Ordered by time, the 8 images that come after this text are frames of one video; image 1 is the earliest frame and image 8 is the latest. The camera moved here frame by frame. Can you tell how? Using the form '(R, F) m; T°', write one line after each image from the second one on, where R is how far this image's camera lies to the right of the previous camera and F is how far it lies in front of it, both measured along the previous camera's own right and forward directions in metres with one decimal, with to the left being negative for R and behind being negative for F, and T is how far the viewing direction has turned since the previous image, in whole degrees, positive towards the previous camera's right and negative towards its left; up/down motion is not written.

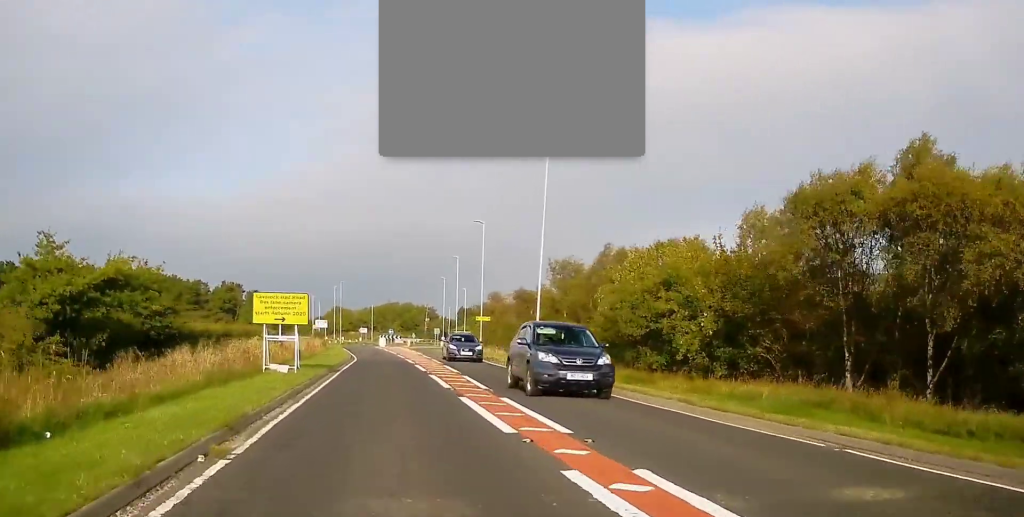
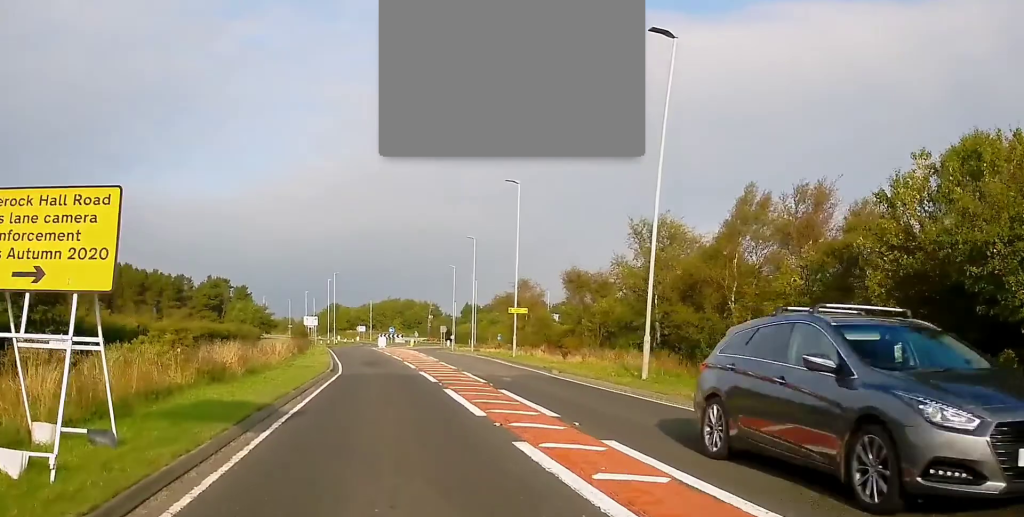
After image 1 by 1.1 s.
(+0.1, +16.0) m; -1°
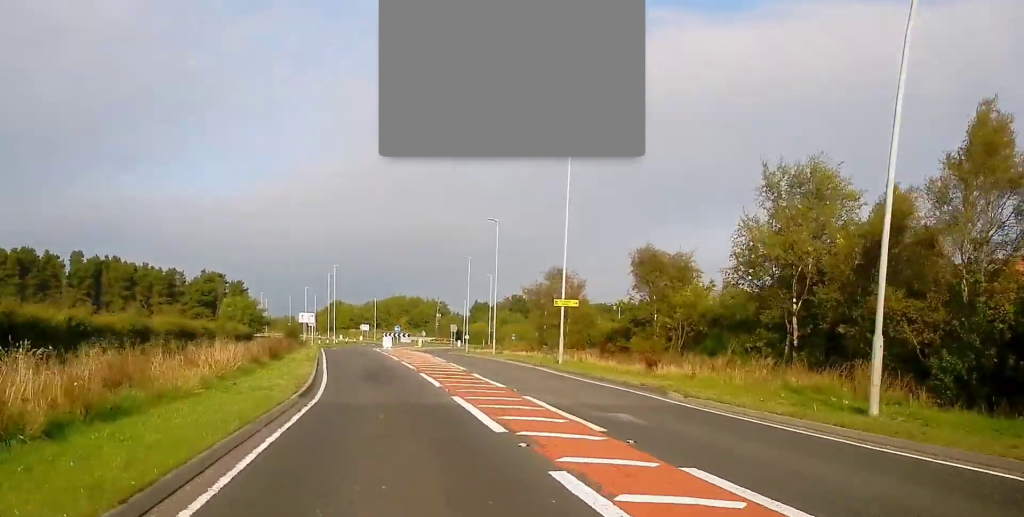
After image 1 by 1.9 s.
(-0.2, +10.8) m; -1°
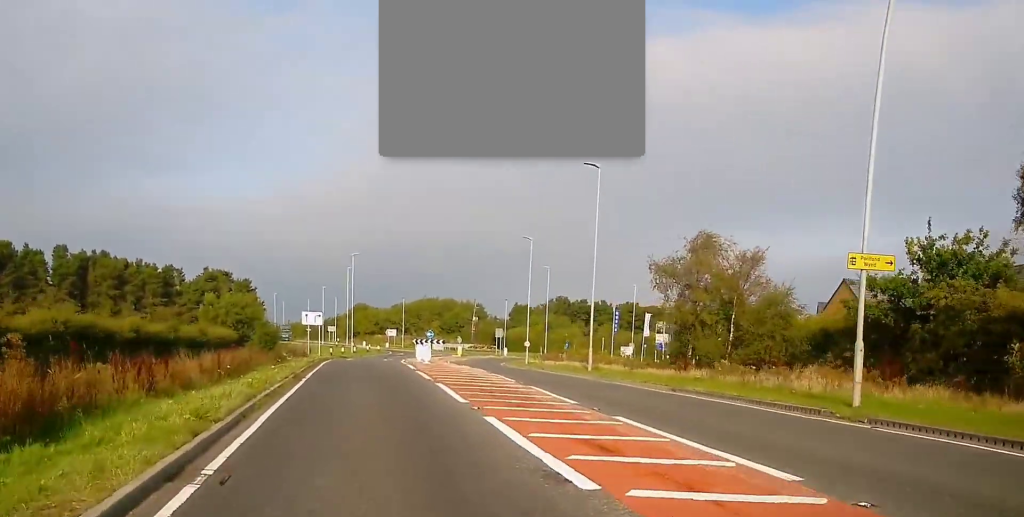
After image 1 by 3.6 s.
(-0.5, +21.5) m; -3°
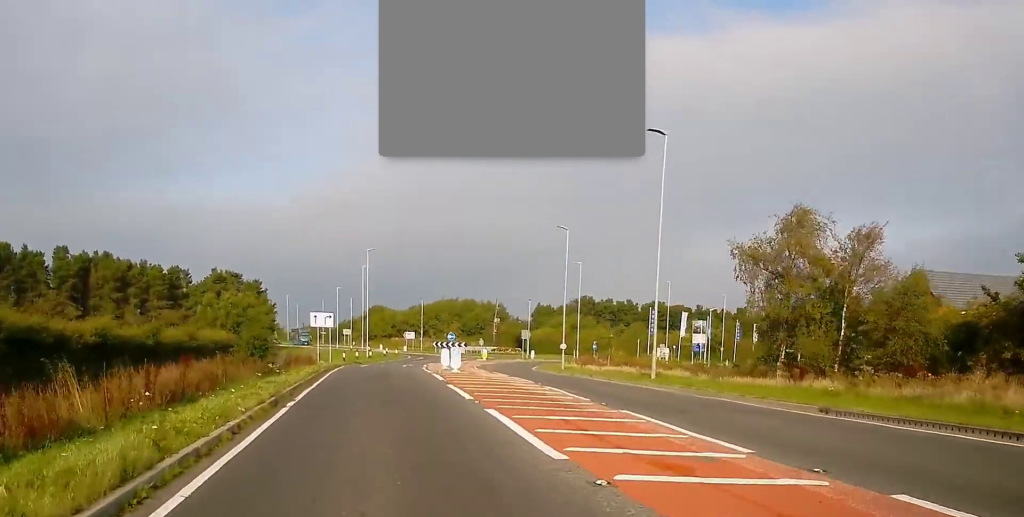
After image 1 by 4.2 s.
(-0.2, +7.0) m; -1°
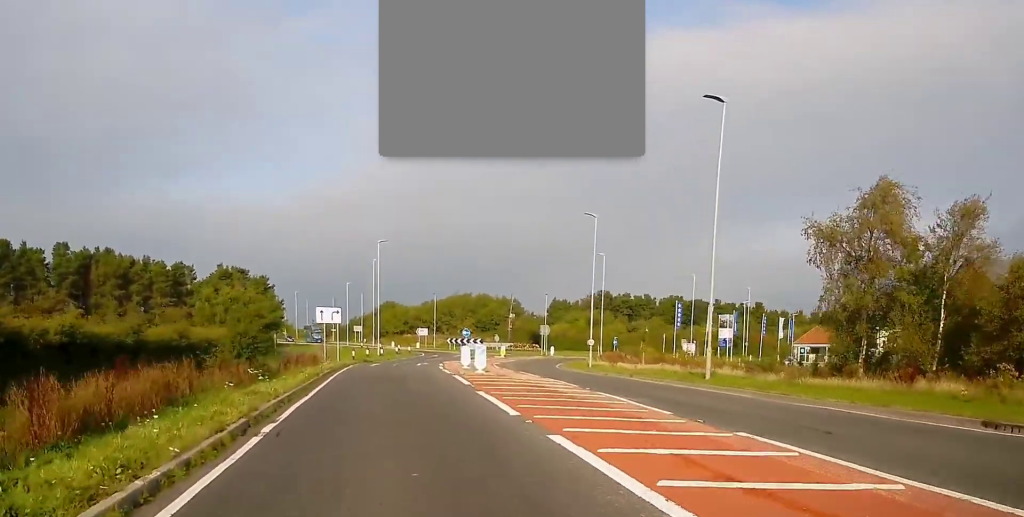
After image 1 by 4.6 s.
(+0.1, +4.4) m; 0°
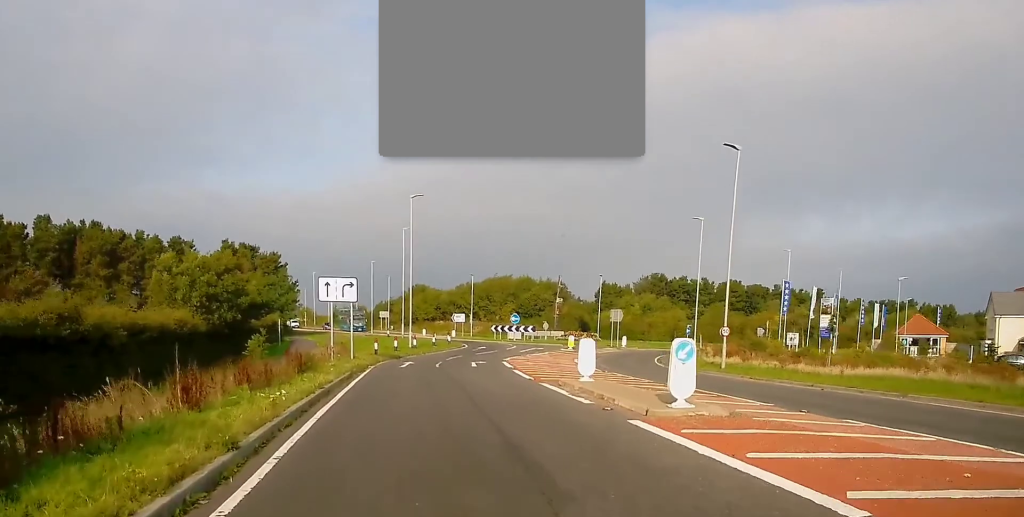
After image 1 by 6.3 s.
(+0.1, +17.5) m; -2°
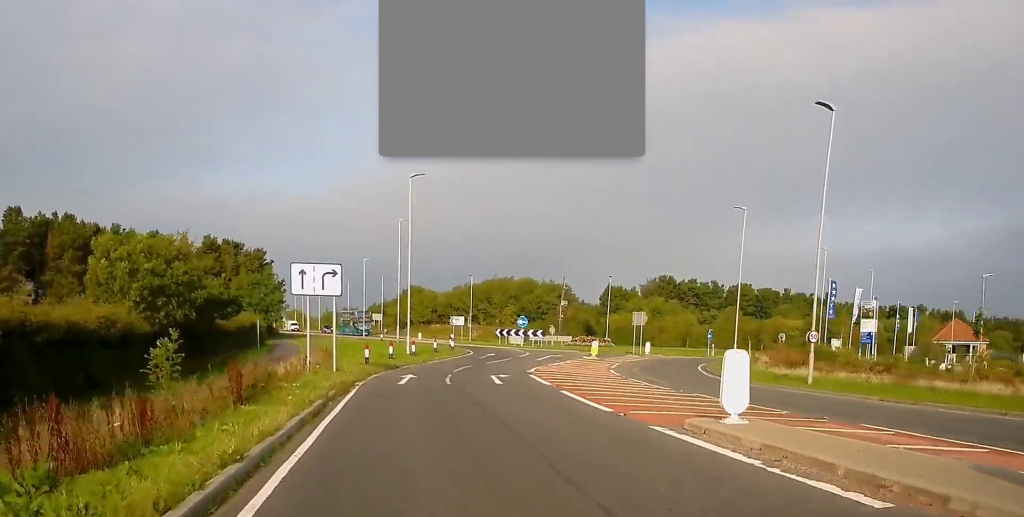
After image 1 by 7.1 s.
(-0.4, +8.4) m; +1°
